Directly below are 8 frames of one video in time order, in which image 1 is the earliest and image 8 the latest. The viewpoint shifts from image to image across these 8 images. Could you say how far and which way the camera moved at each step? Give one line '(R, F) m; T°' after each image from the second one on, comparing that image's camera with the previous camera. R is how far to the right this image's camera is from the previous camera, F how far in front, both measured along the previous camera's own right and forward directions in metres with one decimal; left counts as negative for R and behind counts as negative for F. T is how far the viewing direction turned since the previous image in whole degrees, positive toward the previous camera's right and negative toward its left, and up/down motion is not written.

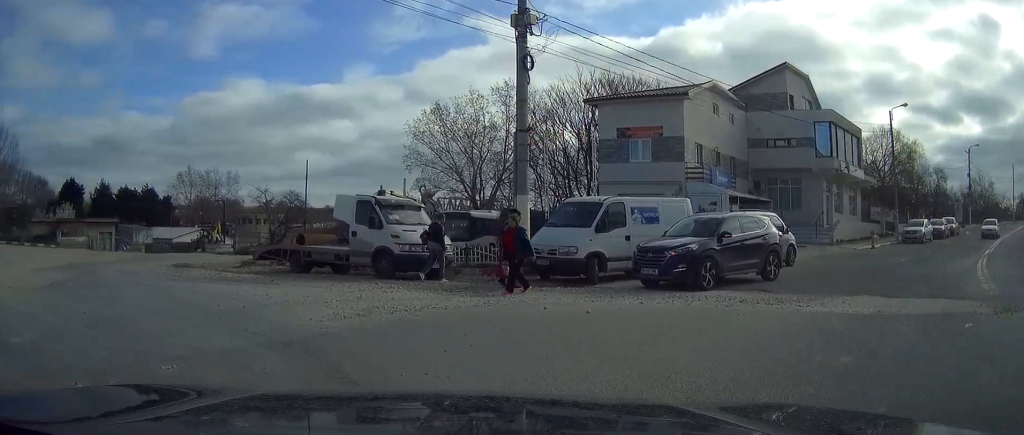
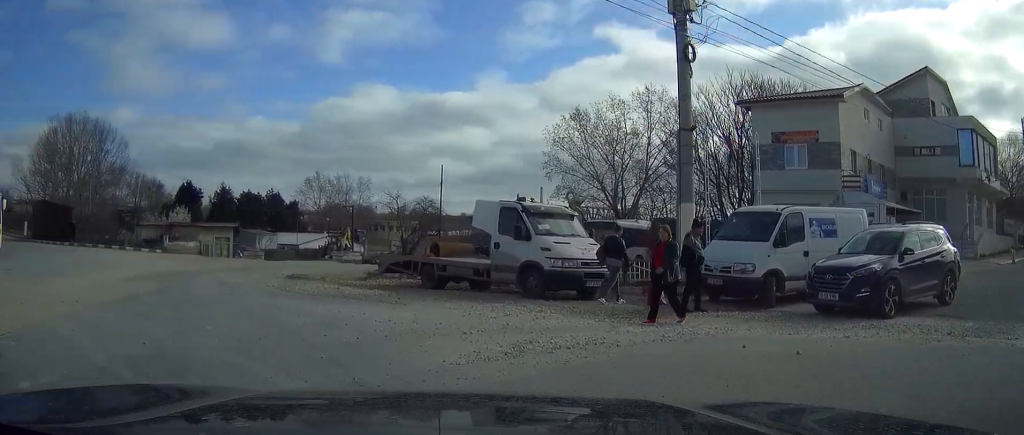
(-0.4, +2.8) m; -10°
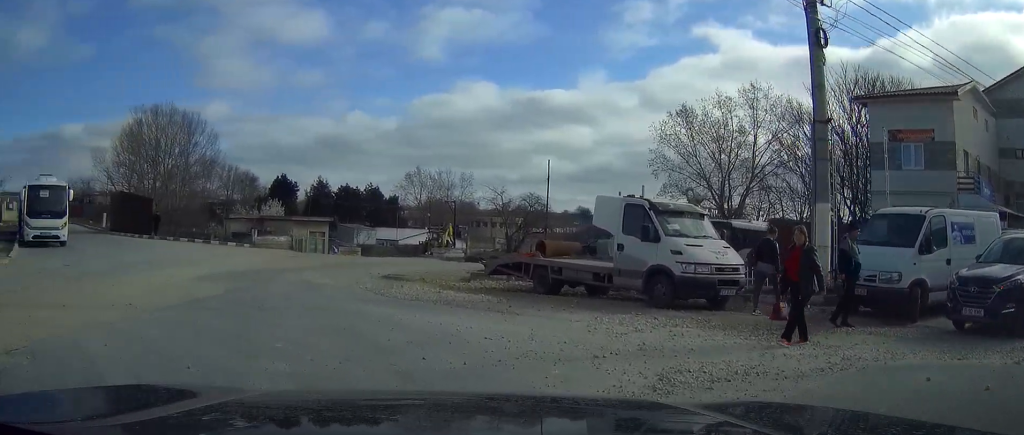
(-0.2, +2.3) m; -7°
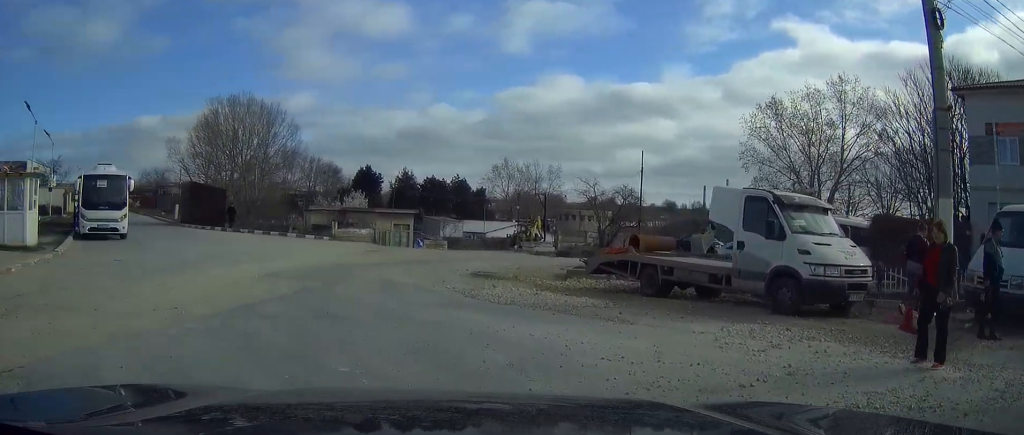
(-0.1, +2.3) m; -4°
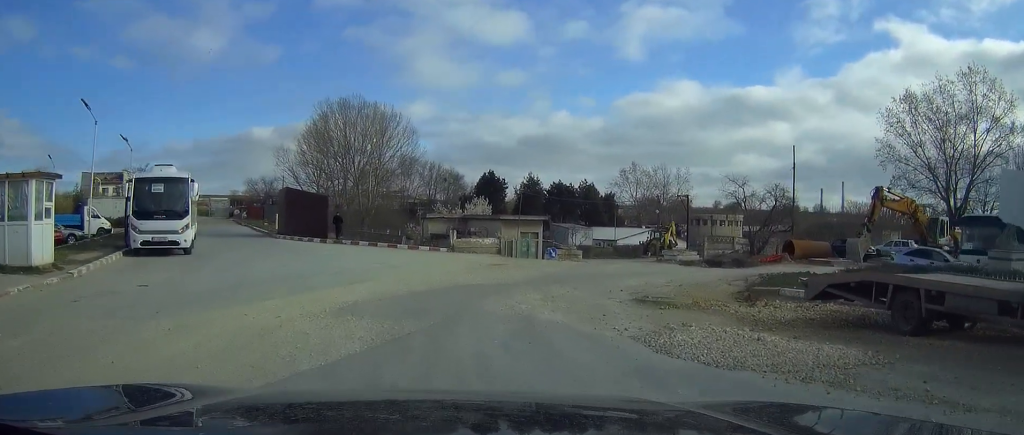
(-0.3, +6.8) m; -1°
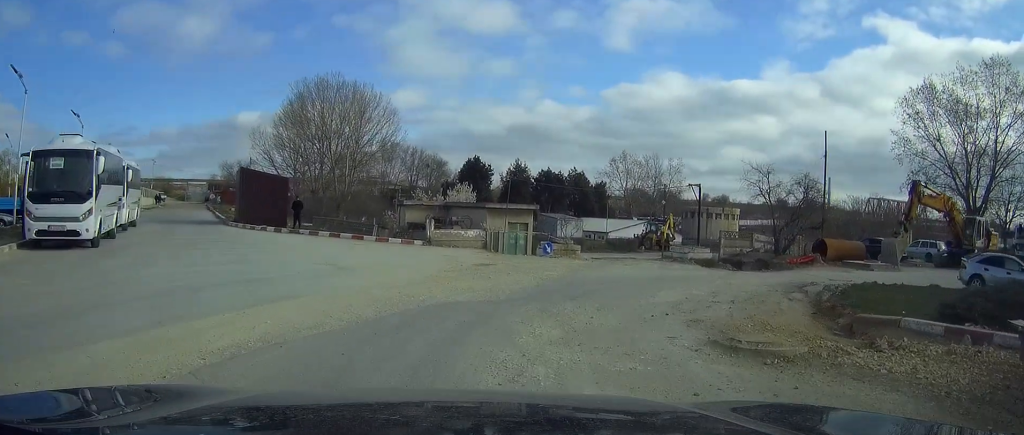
(+0.2, +7.0) m; -2°
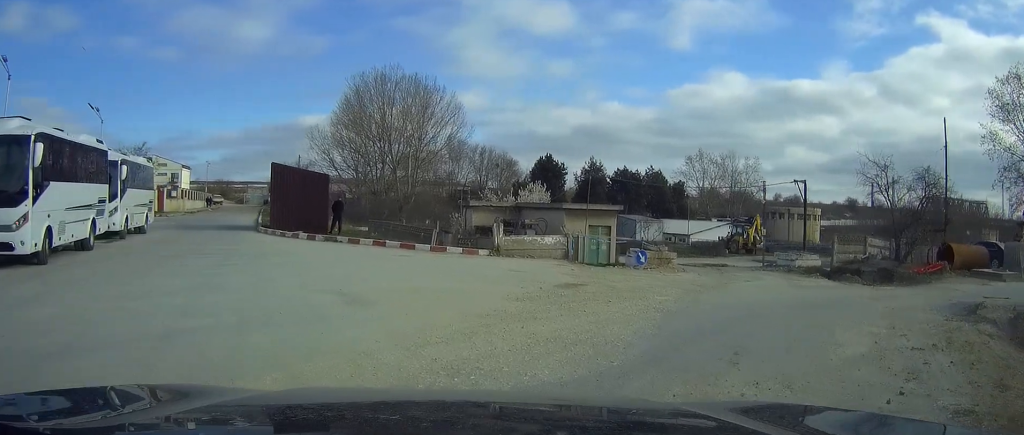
(-0.5, +6.9) m; -13°
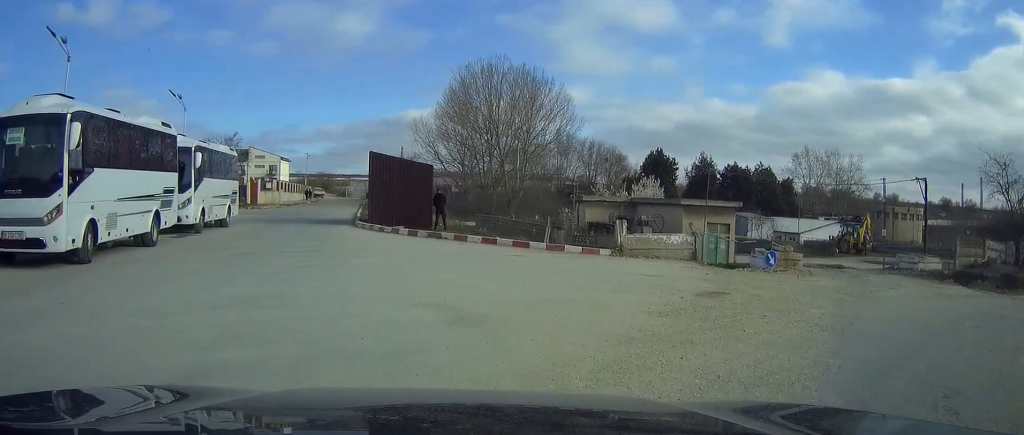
(-0.3, +2.7) m; -9°
